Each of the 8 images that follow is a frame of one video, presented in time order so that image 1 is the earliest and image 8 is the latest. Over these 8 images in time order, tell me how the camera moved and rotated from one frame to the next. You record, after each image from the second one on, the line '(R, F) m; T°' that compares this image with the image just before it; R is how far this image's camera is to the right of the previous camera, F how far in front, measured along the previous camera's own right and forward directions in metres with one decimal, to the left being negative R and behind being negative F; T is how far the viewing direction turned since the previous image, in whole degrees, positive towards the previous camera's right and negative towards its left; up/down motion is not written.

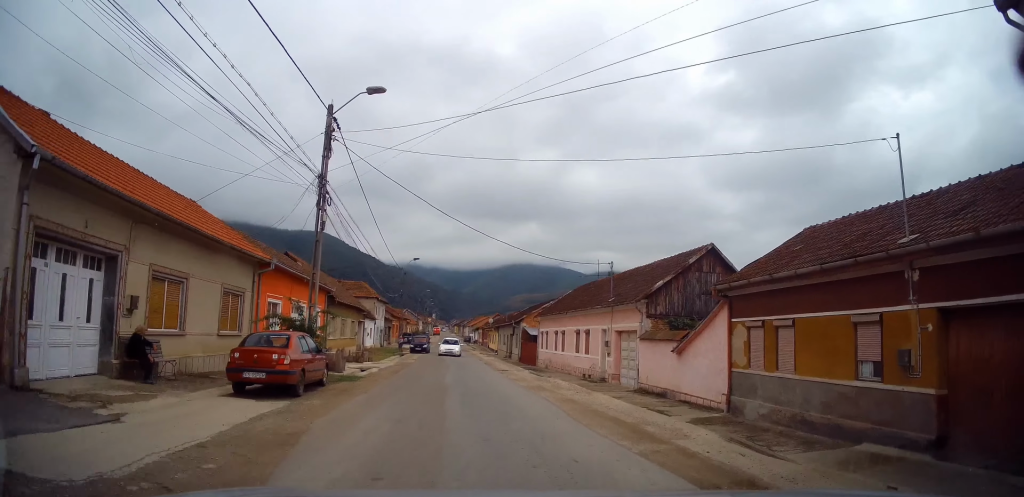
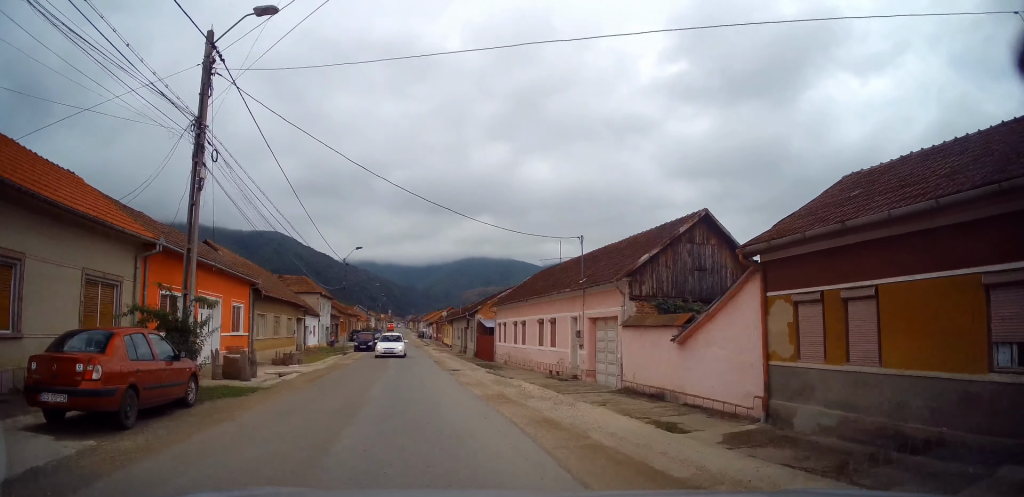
(+0.2, +4.2) m; +4°
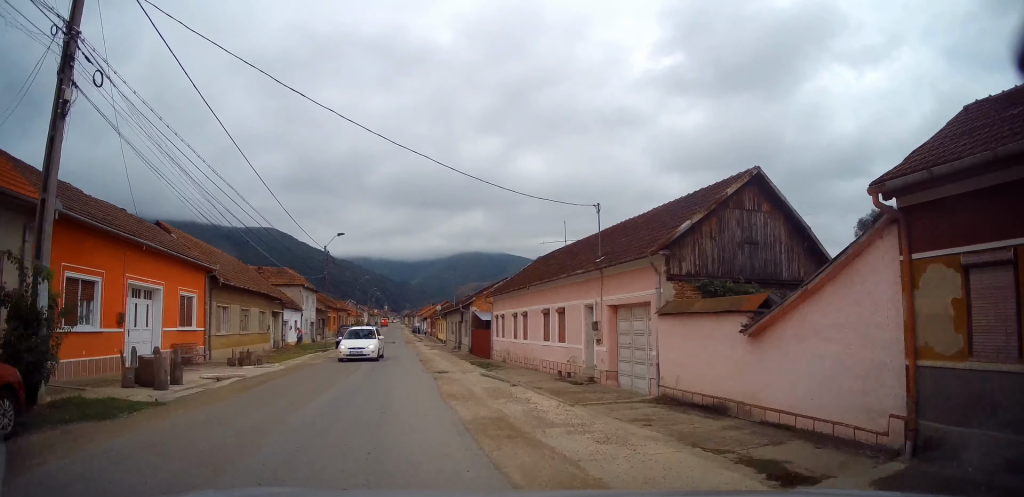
(+0.1, +3.9) m; -3°
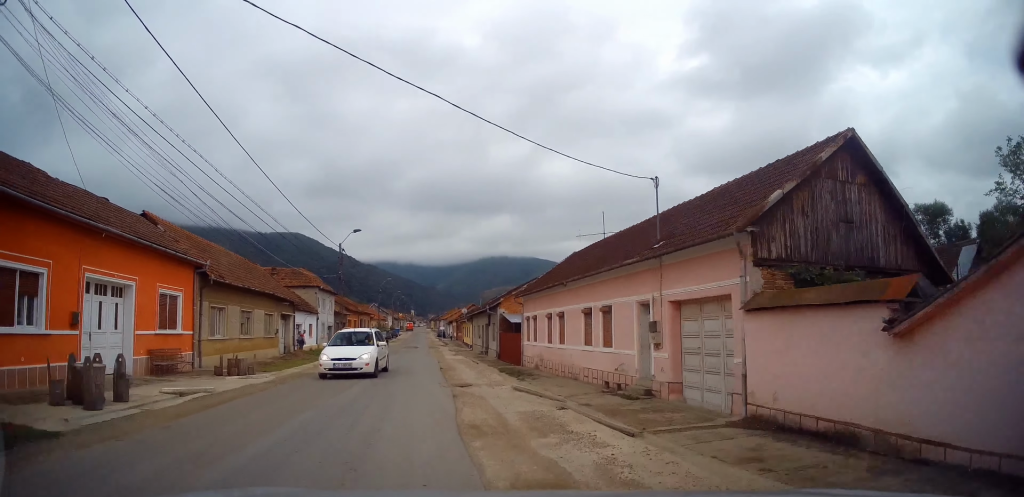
(-0.3, +3.1) m; -2°
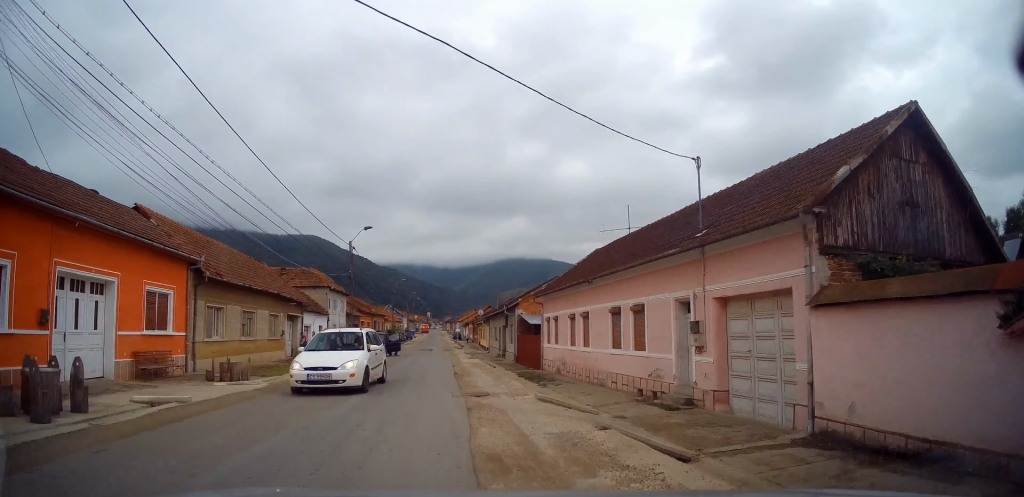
(0.0, +1.8) m; -1°
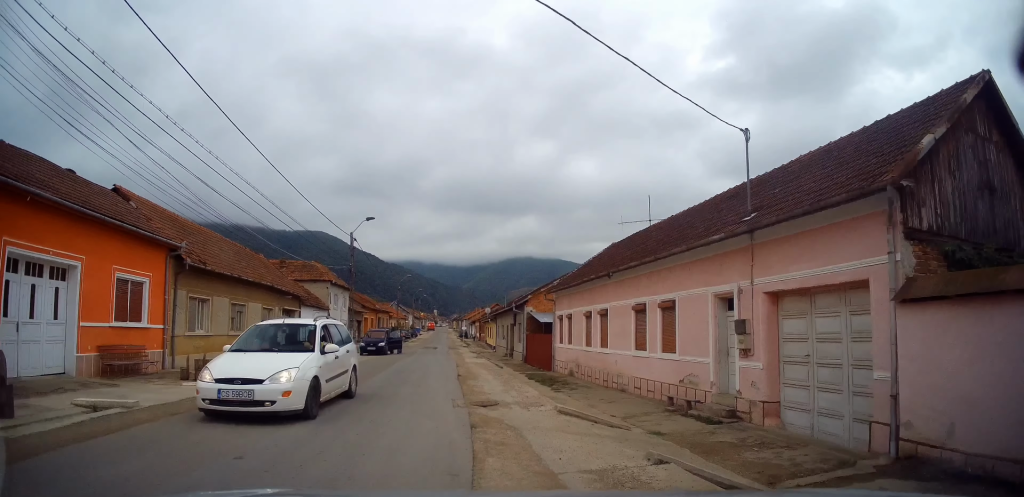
(+0.1, +2.1) m; 0°
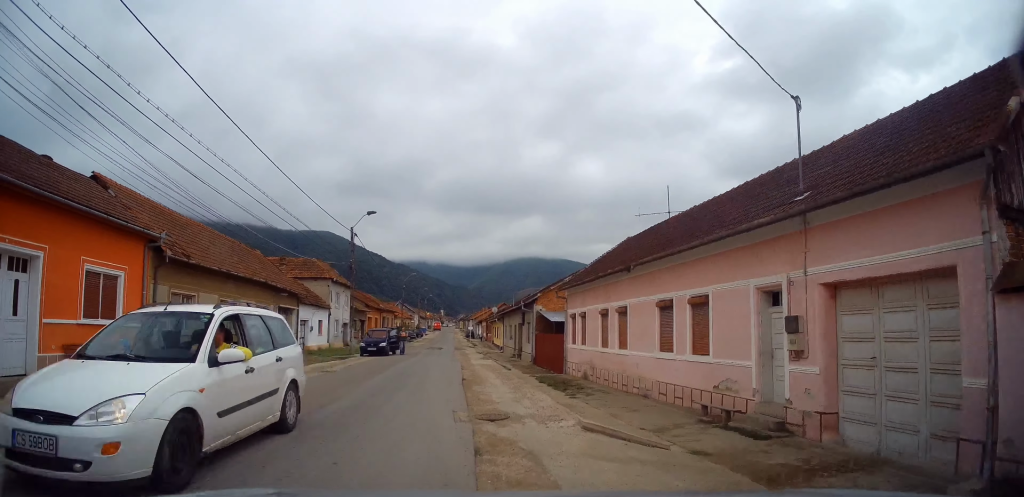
(0.0, +1.8) m; -1°
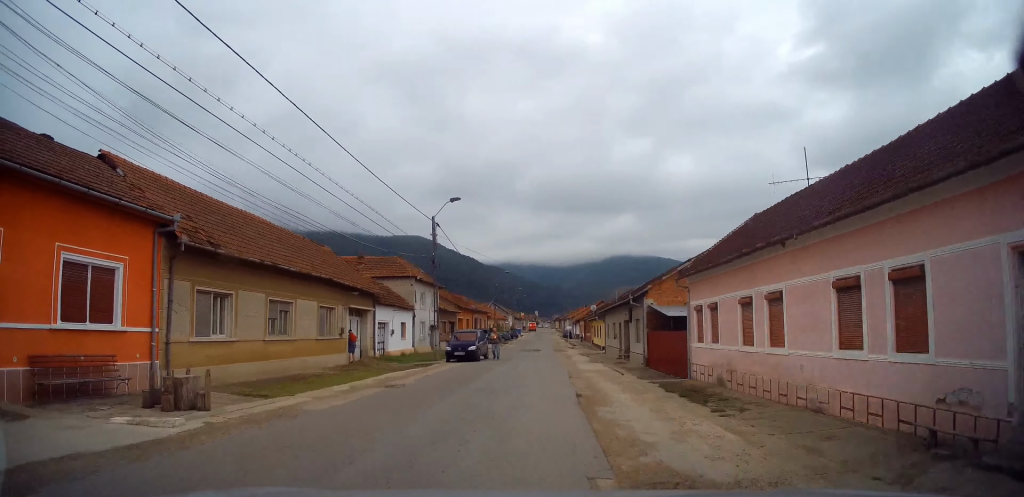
(-0.3, +4.7) m; -7°
